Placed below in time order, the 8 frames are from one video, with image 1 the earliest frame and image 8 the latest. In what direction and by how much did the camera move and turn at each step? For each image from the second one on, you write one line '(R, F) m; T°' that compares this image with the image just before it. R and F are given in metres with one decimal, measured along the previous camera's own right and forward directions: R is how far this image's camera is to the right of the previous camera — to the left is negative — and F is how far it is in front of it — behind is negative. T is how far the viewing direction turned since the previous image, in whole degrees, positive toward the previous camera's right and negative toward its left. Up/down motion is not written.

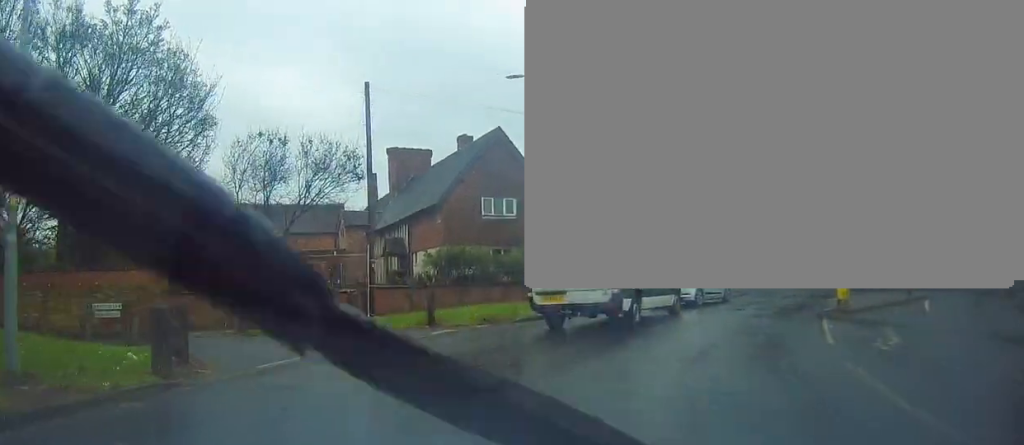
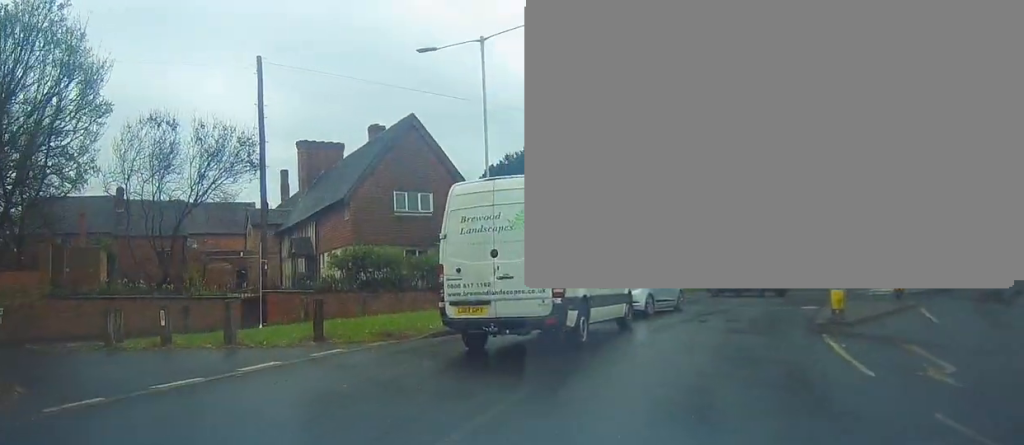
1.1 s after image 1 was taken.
(+0.6, +4.0) m; +10°
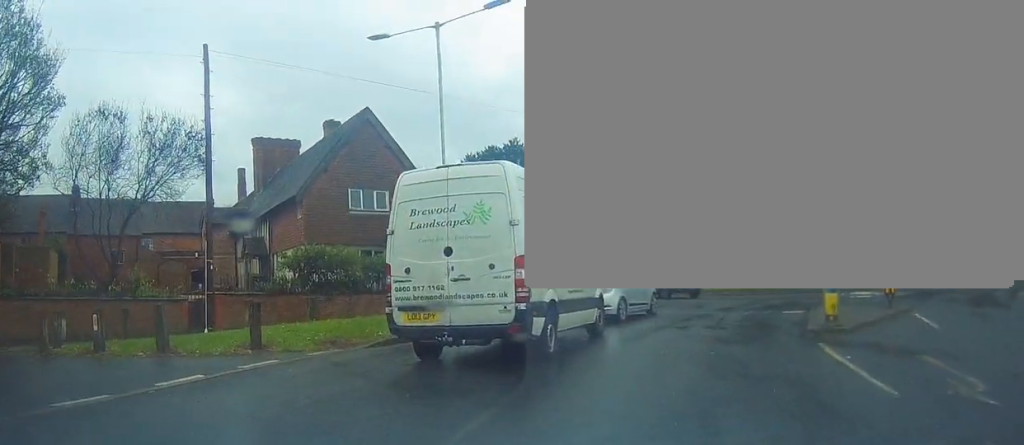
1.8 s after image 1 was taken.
(+0.2, +1.7) m; -4°
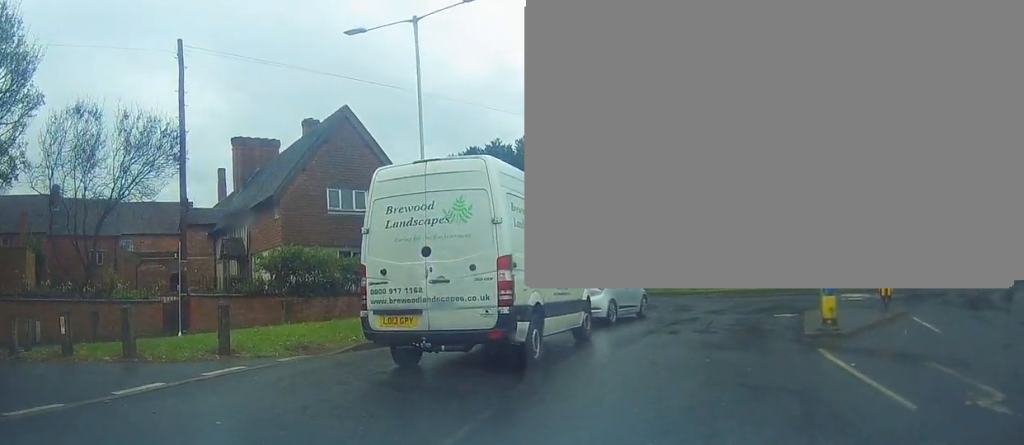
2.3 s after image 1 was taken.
(-0.1, +0.6) m; -1°
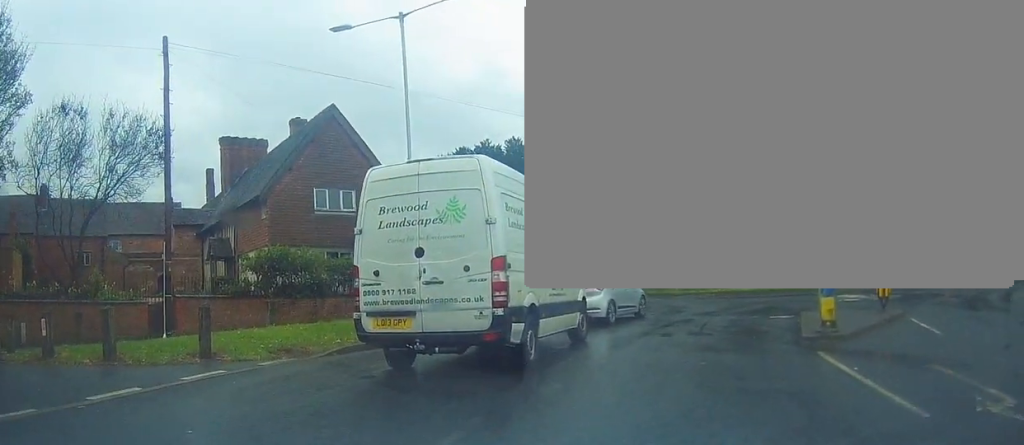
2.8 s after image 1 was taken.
(-0.2, +0.4) m; 0°
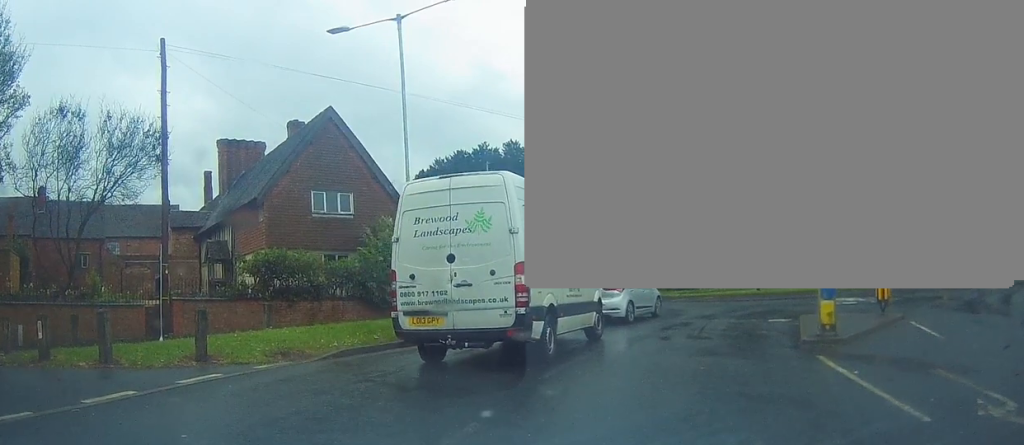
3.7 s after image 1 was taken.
(+0.1, +0.3) m; 0°
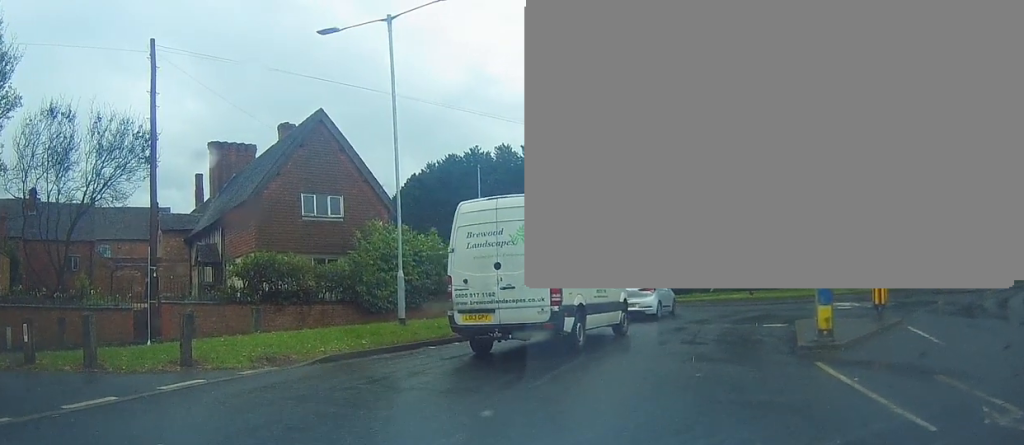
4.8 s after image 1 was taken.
(+0.3, +0.3) m; 0°
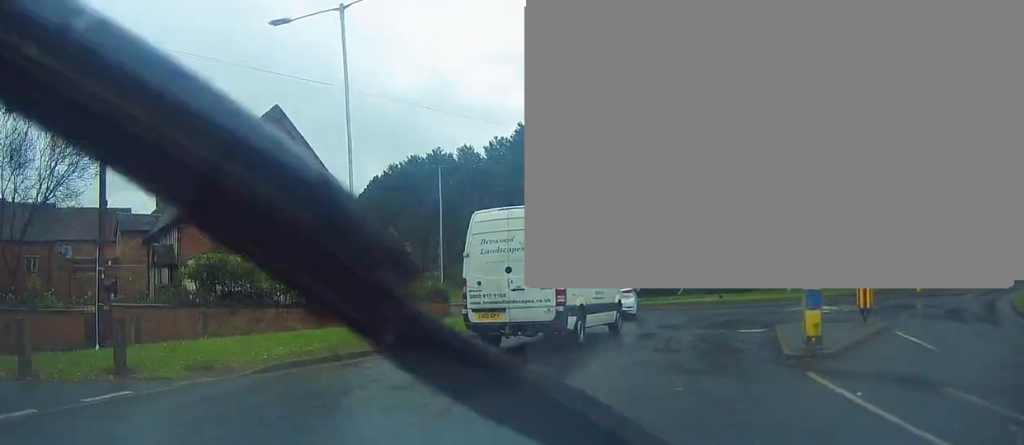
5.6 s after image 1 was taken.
(+0.6, +0.7) m; +12°
